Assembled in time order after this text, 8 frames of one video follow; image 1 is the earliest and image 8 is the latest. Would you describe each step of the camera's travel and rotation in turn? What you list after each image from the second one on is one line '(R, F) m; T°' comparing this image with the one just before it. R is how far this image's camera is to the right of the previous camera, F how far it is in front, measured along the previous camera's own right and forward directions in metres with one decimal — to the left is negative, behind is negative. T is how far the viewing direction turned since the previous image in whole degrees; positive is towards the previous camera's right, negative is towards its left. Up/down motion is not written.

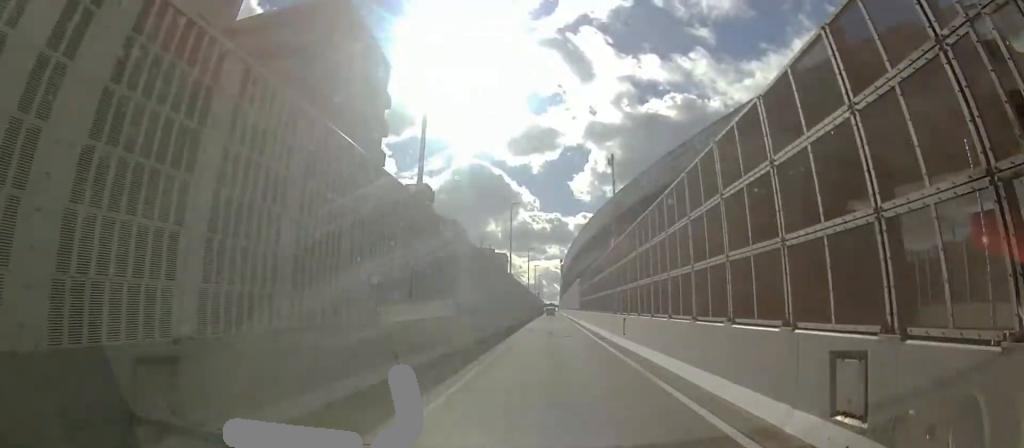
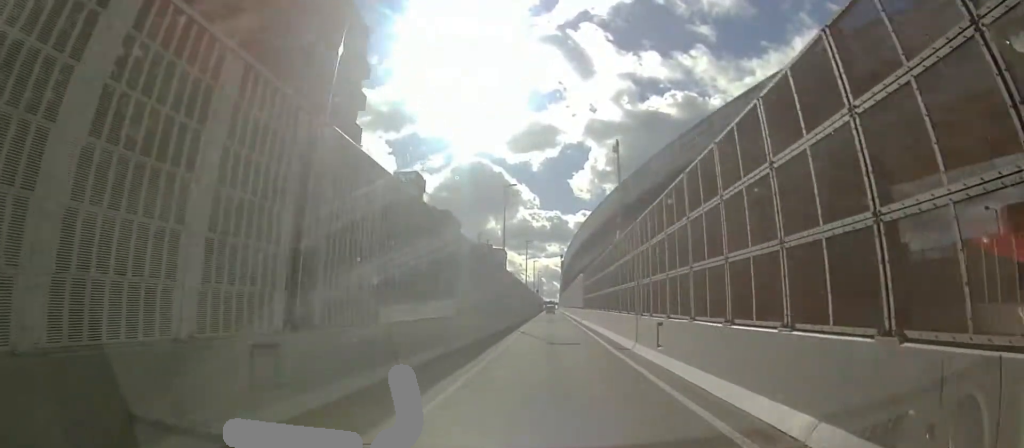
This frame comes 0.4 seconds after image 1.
(-0.1, +5.6) m; 0°
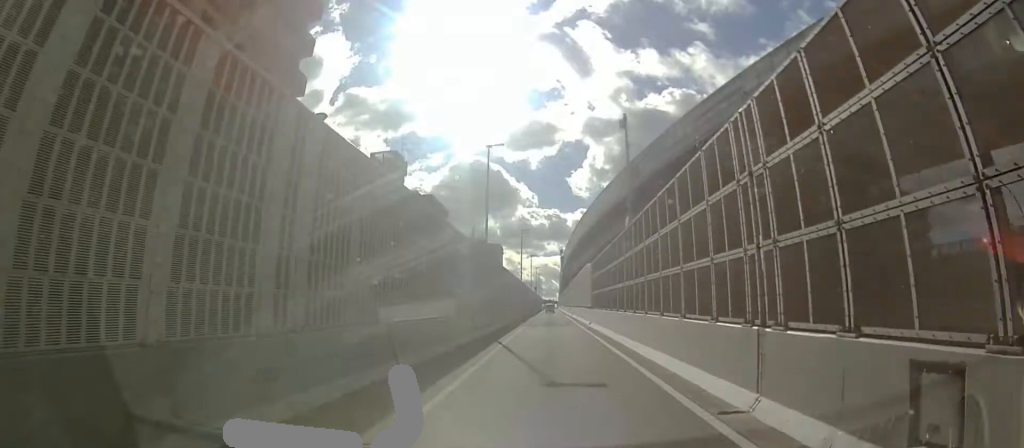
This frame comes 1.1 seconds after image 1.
(-0.1, +9.7) m; 0°
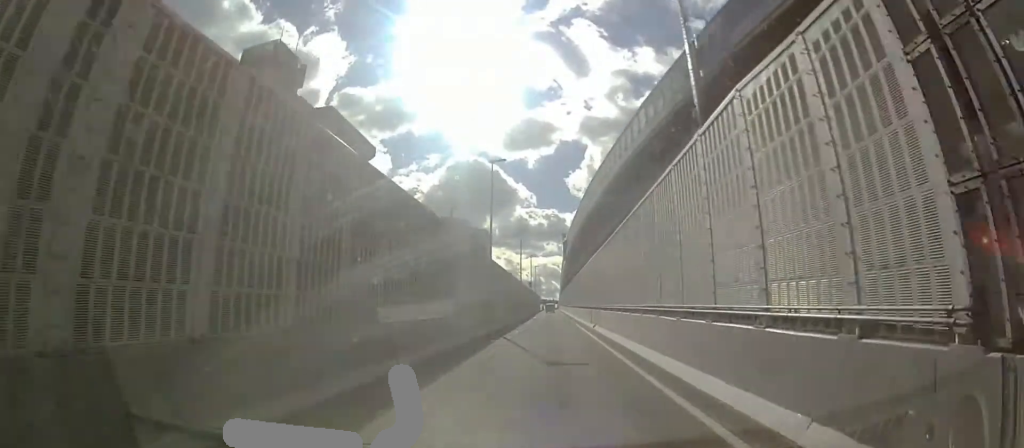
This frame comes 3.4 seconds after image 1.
(+0.6, +30.2) m; +1°
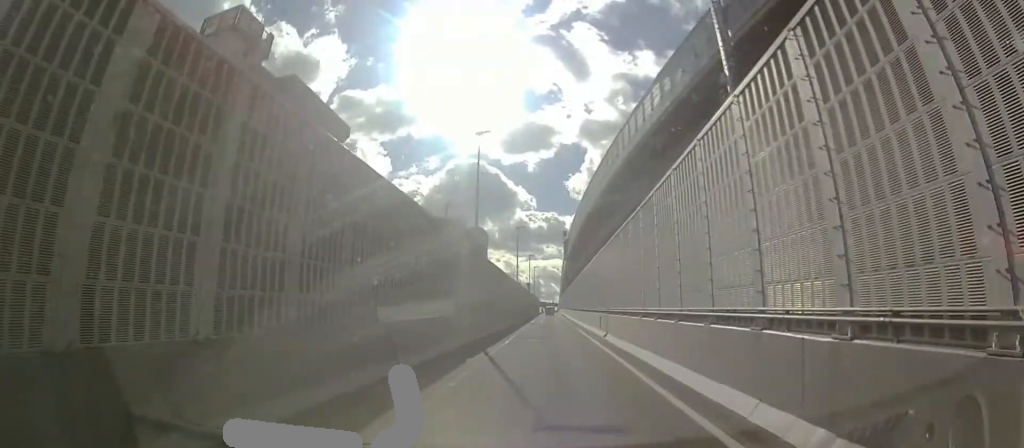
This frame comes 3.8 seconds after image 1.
(-0.1, +5.8) m; 0°
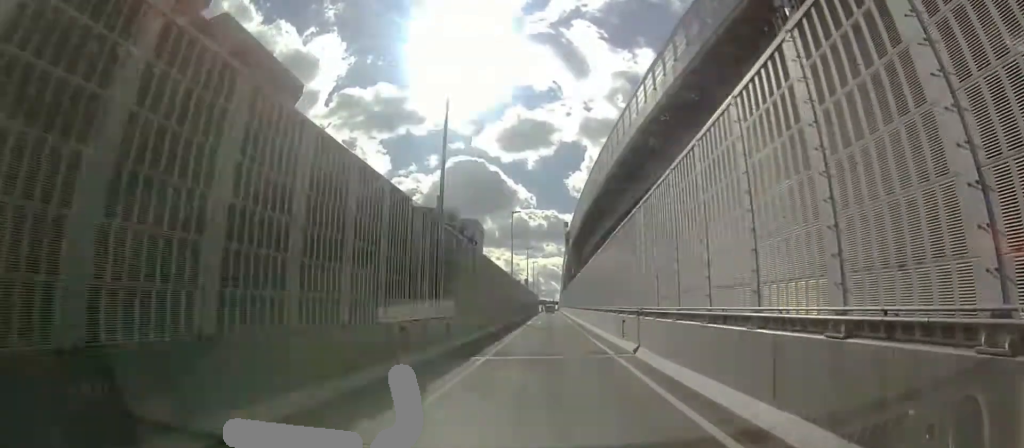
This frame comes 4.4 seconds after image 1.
(0.0, +7.6) m; 0°
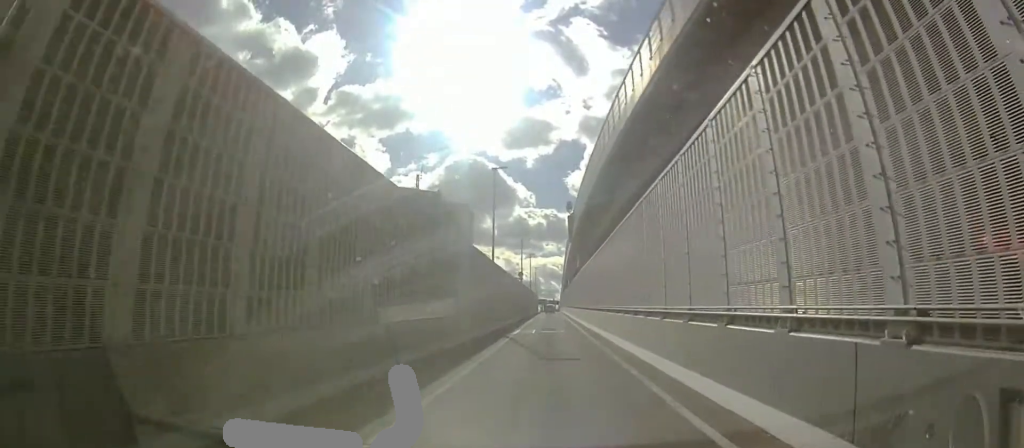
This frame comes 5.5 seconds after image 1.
(+0.1, +15.2) m; 0°
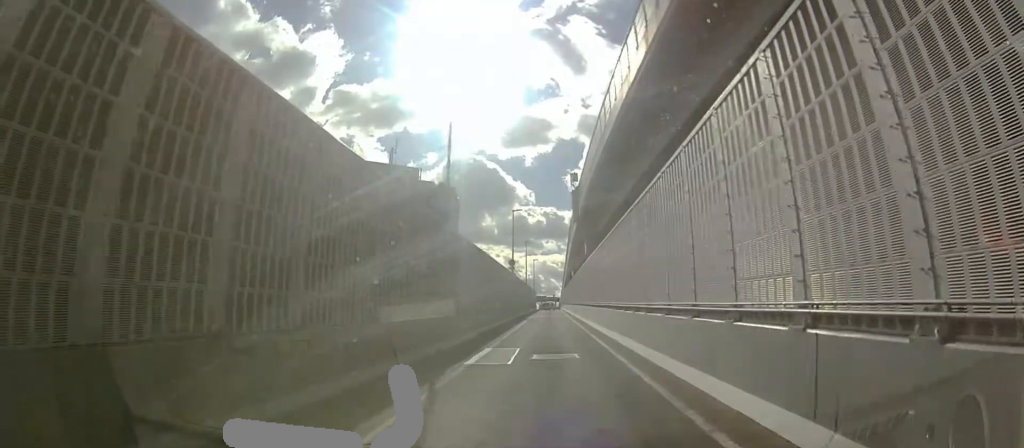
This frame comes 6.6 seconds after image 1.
(0.0, +14.5) m; 0°
